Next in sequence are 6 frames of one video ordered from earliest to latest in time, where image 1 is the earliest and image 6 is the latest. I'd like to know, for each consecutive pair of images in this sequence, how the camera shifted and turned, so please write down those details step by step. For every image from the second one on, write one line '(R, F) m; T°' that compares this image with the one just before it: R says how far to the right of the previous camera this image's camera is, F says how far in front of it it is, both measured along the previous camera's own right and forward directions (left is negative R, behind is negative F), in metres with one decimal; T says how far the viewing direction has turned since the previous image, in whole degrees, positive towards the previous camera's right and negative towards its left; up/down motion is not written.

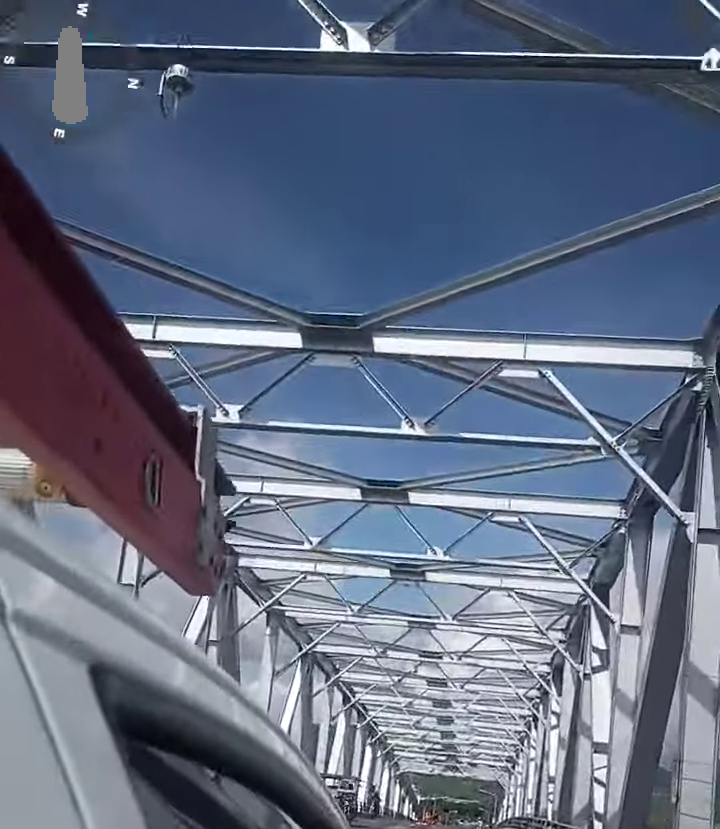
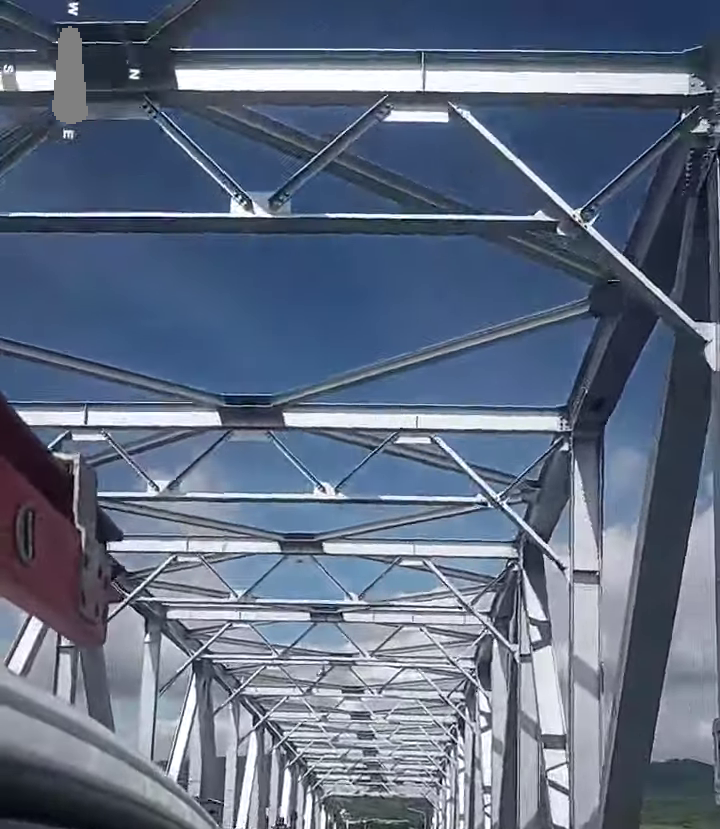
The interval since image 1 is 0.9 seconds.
(0.0, +6.5) m; -1°
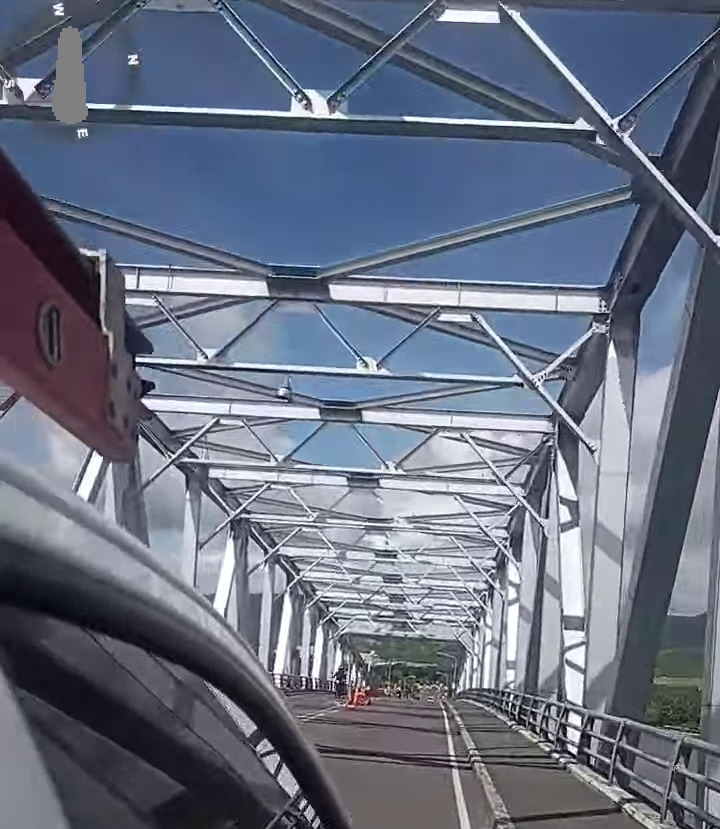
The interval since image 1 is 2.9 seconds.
(-0.3, +16.8) m; -1°
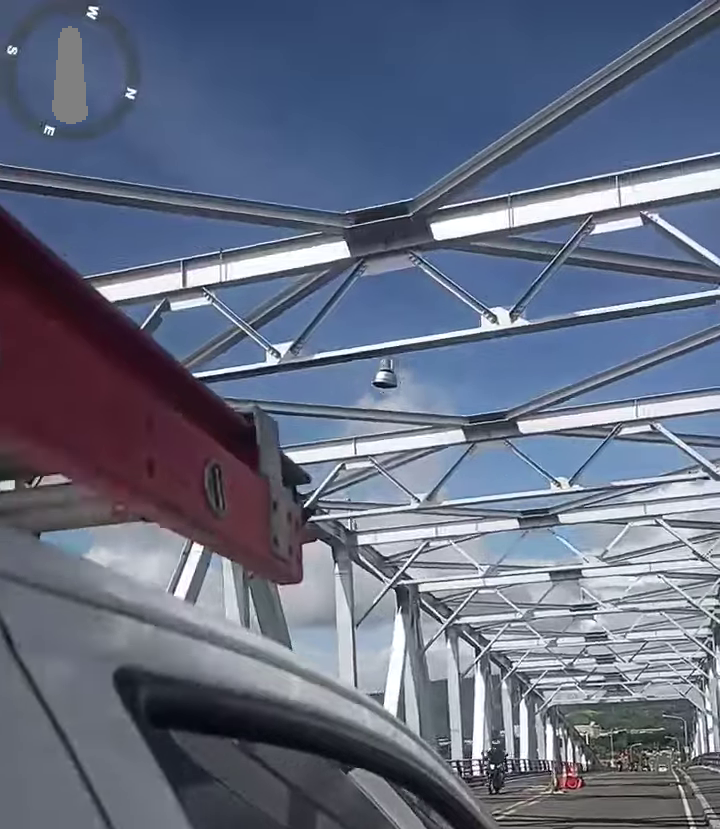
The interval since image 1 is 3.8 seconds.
(0.0, +6.2) m; +1°
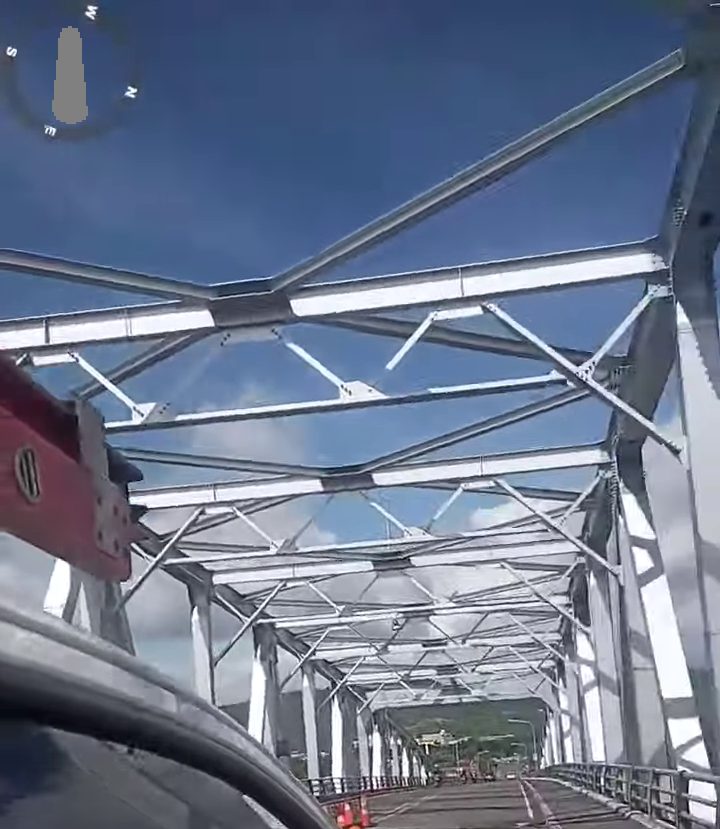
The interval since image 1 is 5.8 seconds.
(+0.5, +15.0) m; +3°
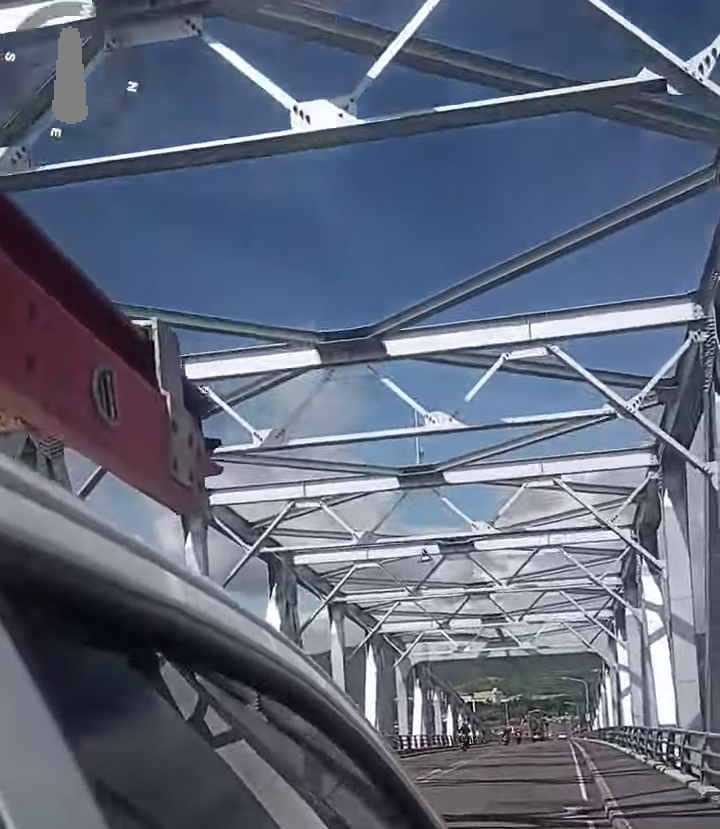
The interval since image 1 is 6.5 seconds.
(0.0, +5.5) m; 0°
